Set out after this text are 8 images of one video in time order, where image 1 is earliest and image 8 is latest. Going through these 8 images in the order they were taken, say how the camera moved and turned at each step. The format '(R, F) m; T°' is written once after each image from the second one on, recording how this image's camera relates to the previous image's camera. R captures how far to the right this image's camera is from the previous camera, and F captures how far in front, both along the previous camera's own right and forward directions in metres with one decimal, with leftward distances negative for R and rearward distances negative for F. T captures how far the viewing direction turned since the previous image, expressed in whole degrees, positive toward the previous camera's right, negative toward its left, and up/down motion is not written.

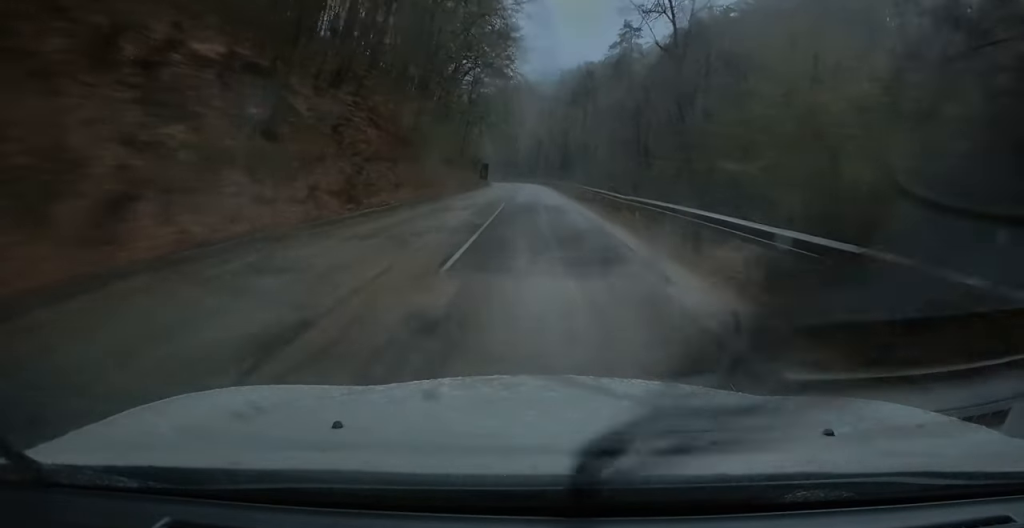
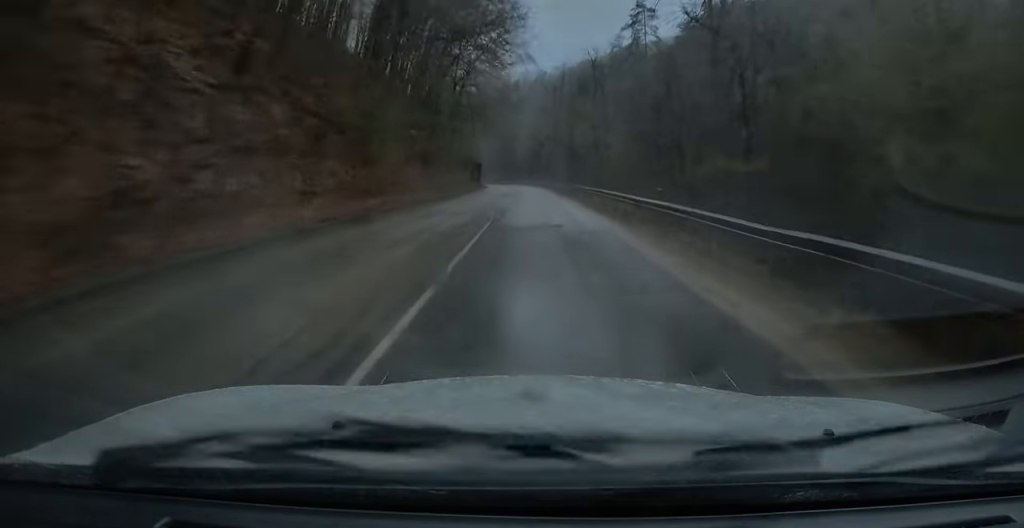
(-0.2, +12.3) m; 0°
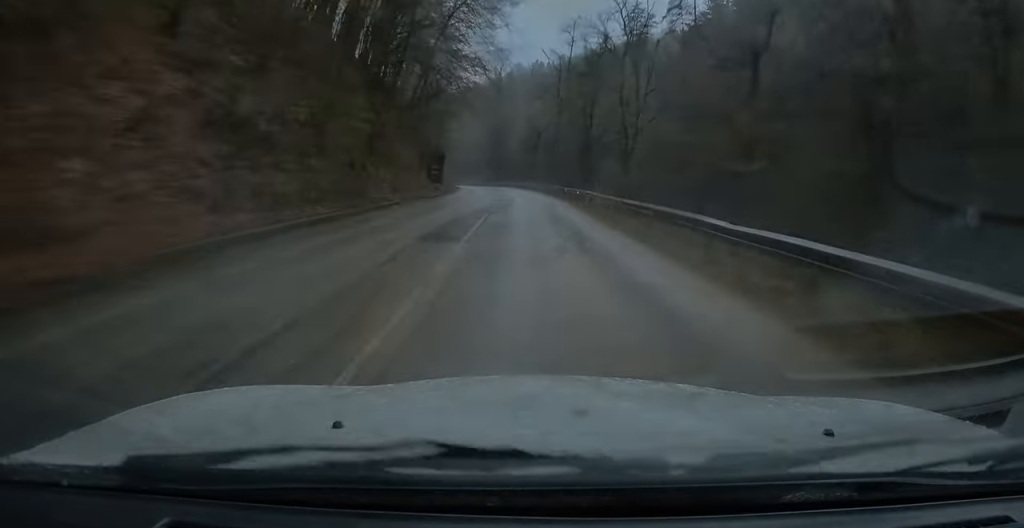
(0.0, +27.4) m; -2°
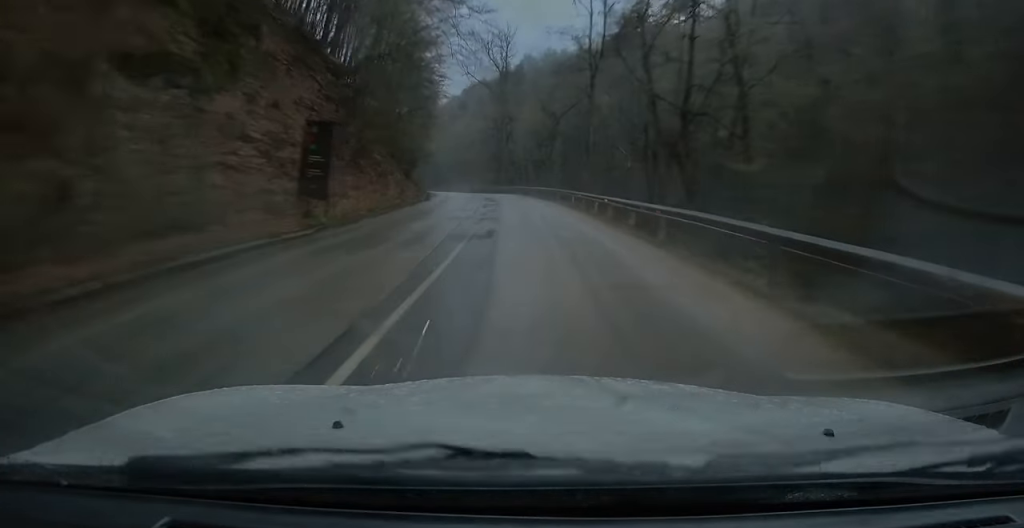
(-0.3, +26.8) m; -1°
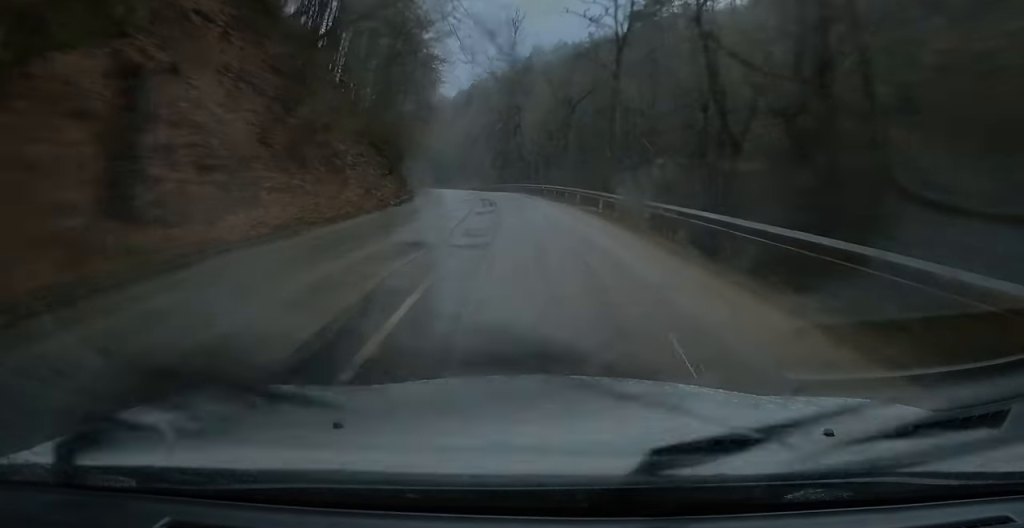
(0.0, +9.2) m; 0°
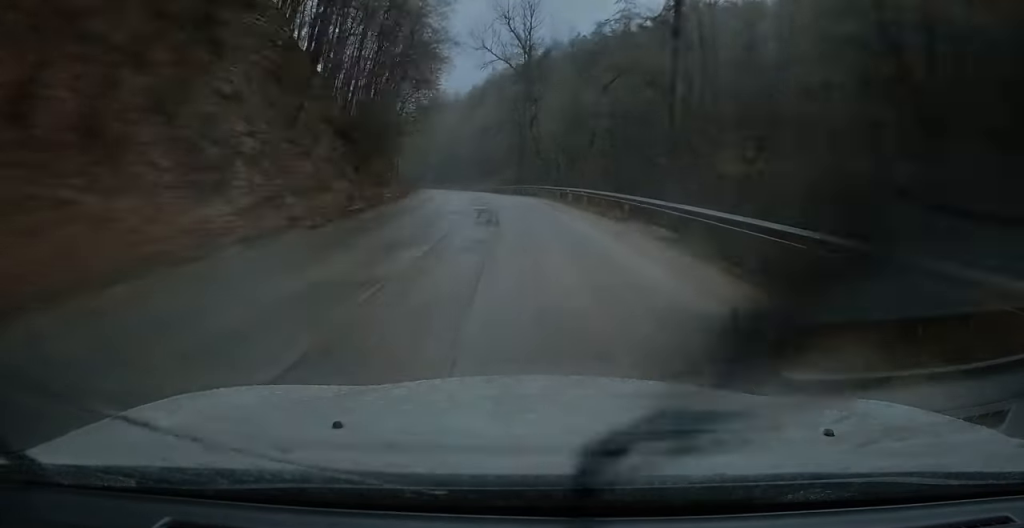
(-0.1, +11.2) m; -2°
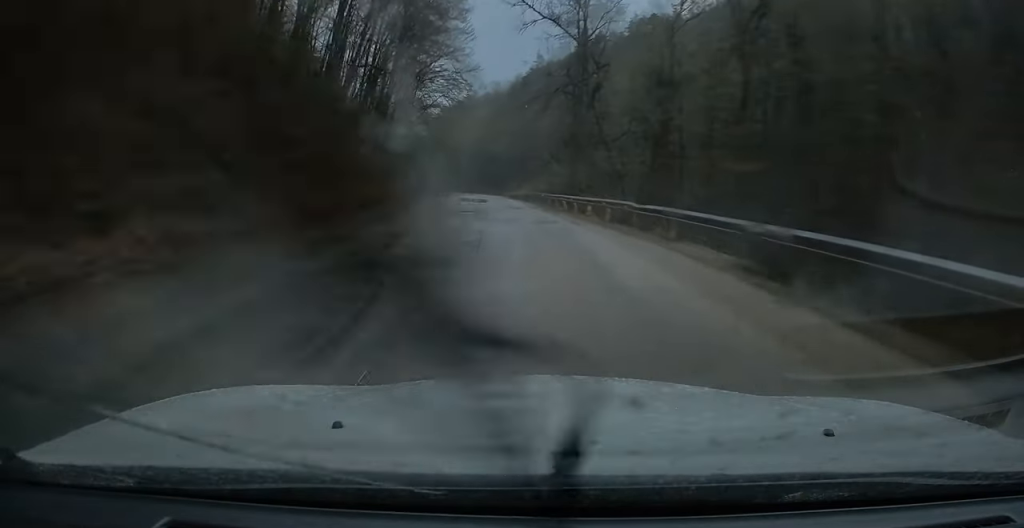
(-0.8, +26.0) m; -2°
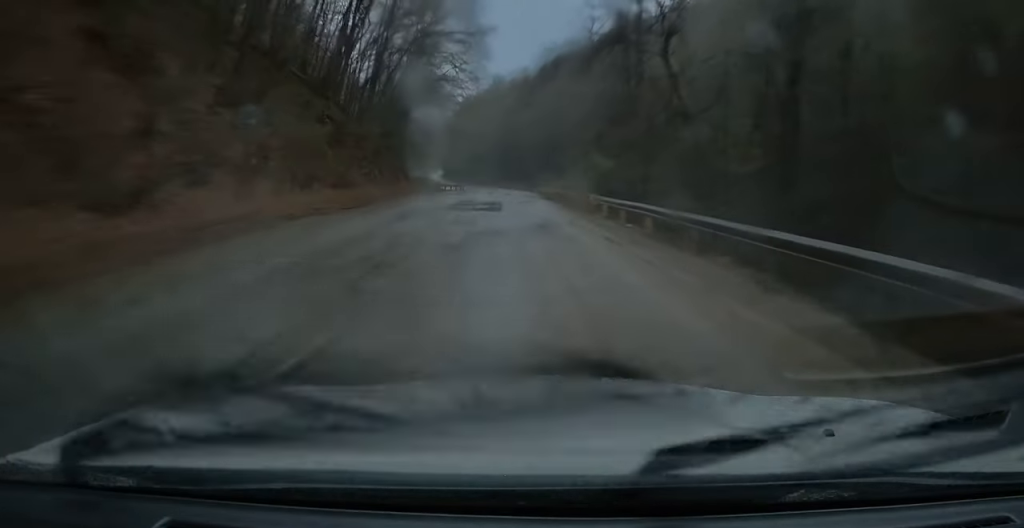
(+0.1, +17.0) m; -3°
